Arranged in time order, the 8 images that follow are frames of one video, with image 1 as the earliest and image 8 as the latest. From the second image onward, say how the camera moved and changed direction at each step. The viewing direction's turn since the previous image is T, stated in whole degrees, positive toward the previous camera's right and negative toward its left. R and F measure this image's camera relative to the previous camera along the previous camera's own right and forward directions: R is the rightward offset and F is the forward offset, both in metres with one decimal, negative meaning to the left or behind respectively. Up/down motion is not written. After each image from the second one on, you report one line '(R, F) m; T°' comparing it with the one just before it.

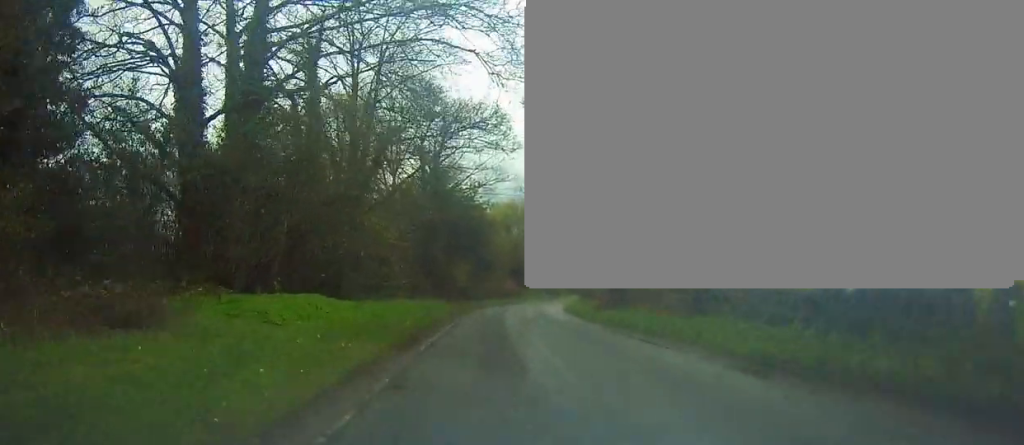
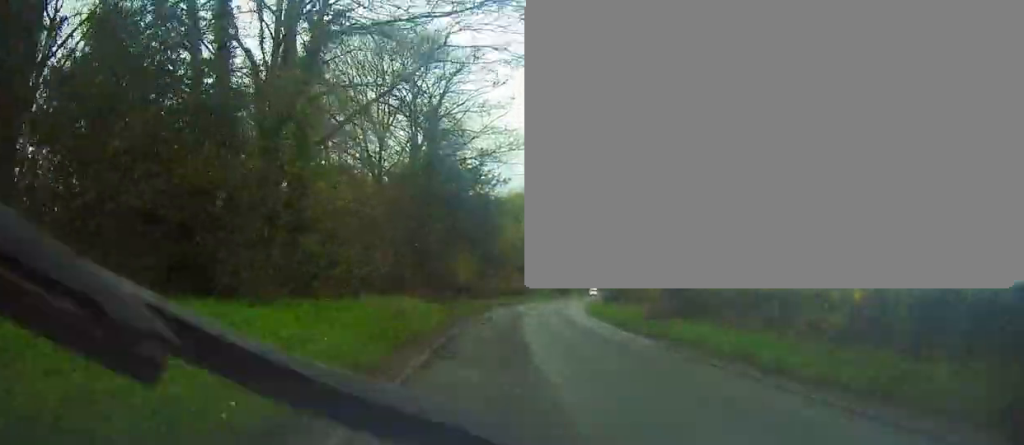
(-0.2, +10.0) m; -1°
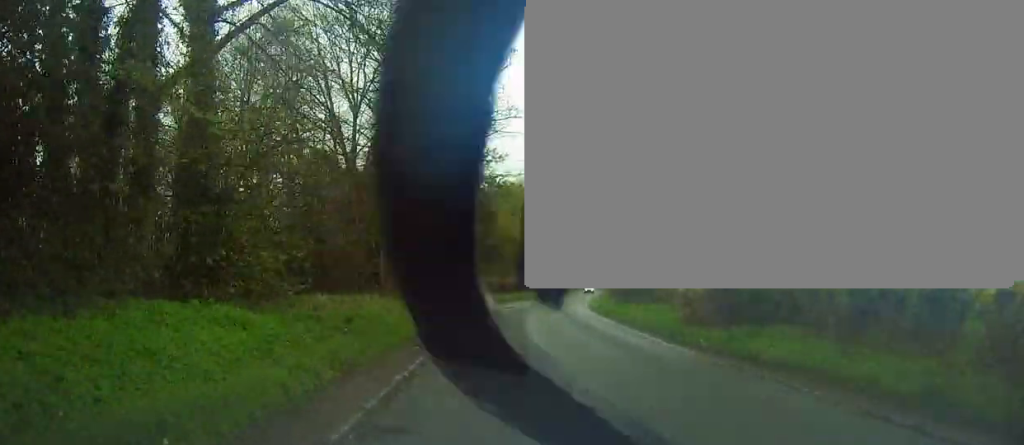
(-0.1, +5.9) m; +1°
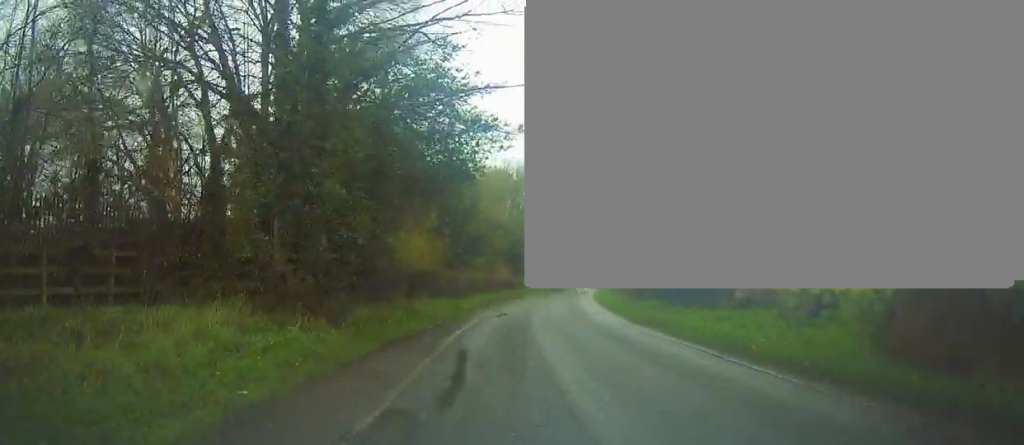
(+0.2, +11.6) m; 0°
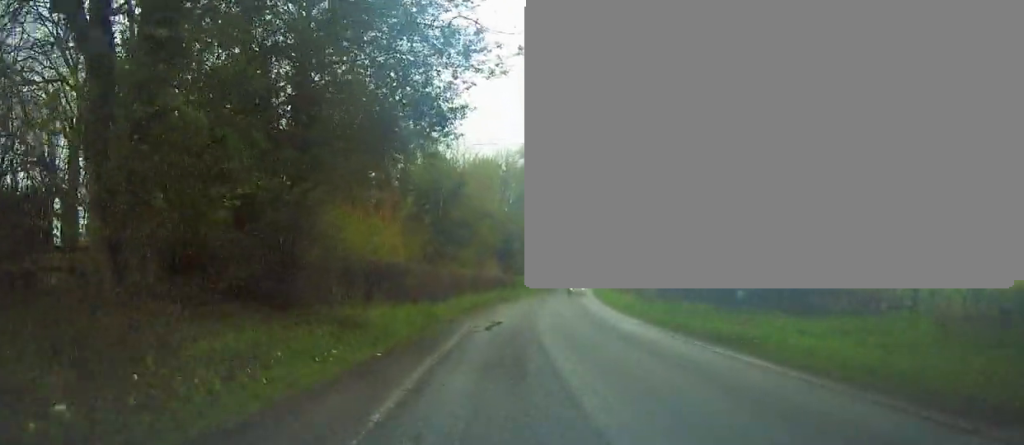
(-0.2, +7.0) m; -1°
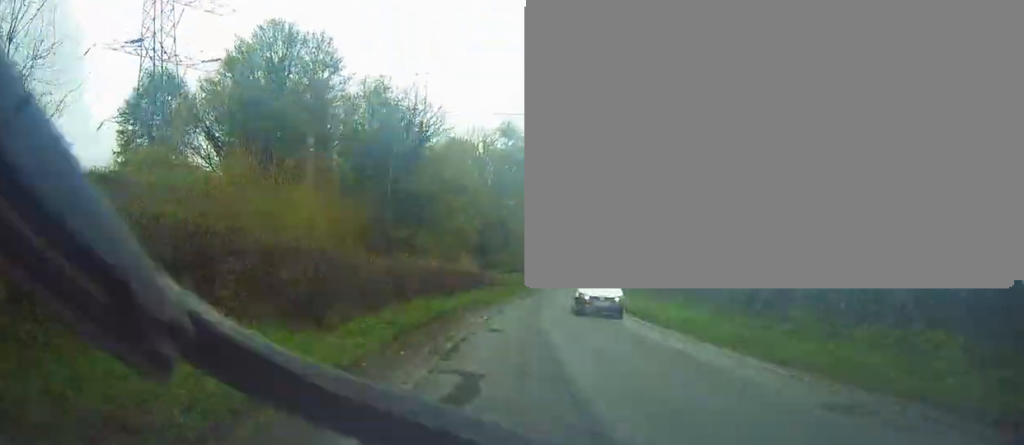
(+0.3, +12.2) m; +4°
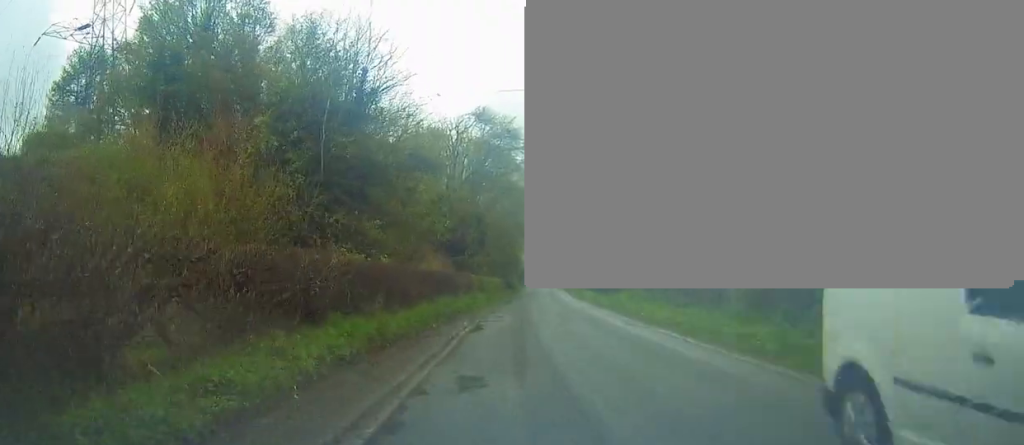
(+0.3, +7.8) m; +3°
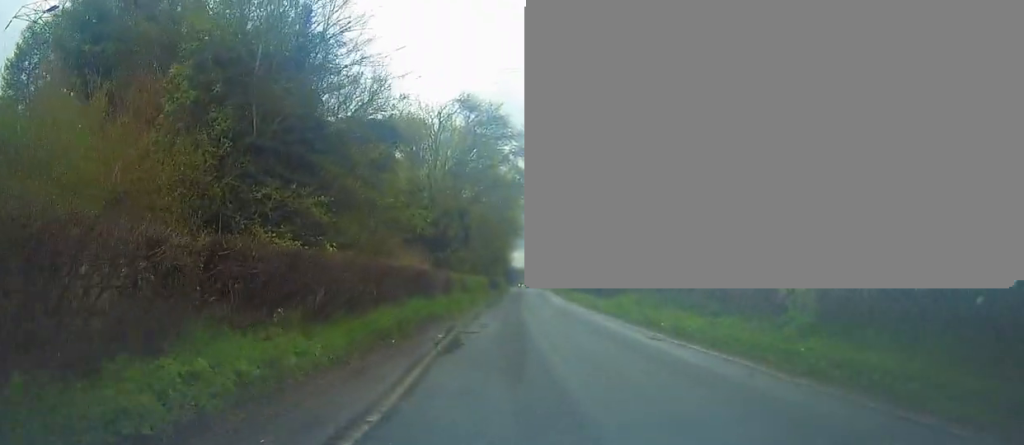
(0.0, +4.8) m; +1°
